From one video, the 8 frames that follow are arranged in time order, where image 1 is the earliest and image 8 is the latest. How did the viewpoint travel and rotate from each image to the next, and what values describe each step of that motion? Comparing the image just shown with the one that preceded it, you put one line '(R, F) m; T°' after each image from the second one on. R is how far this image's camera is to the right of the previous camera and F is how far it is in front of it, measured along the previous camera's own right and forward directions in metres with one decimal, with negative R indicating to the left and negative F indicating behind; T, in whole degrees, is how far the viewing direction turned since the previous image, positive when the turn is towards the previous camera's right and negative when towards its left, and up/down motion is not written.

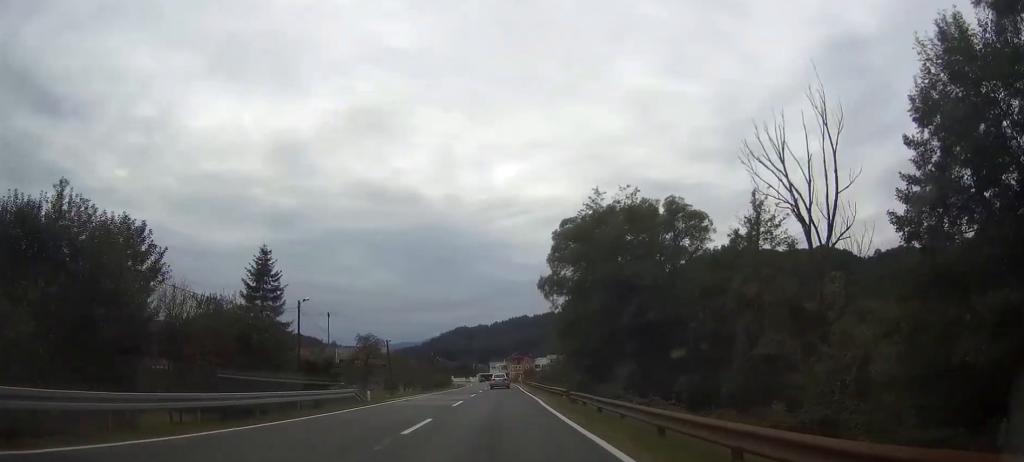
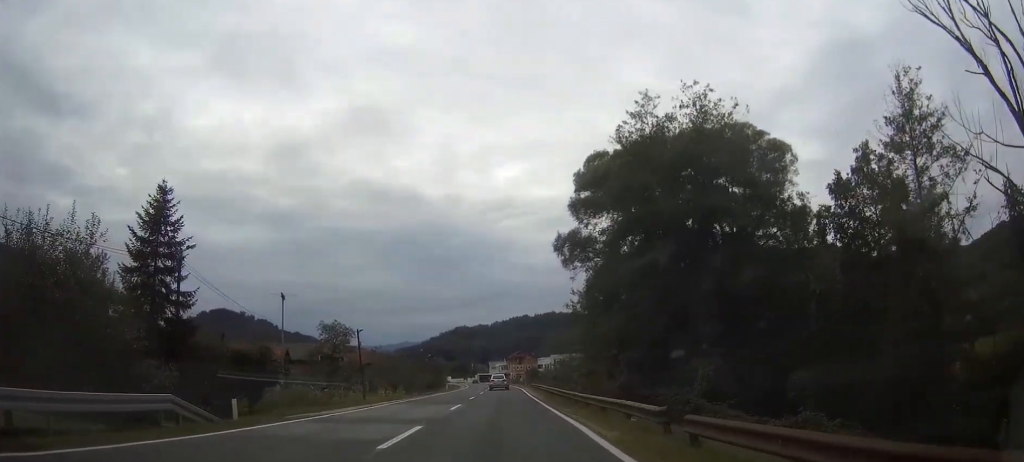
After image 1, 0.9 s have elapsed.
(0.0, +18.1) m; 0°
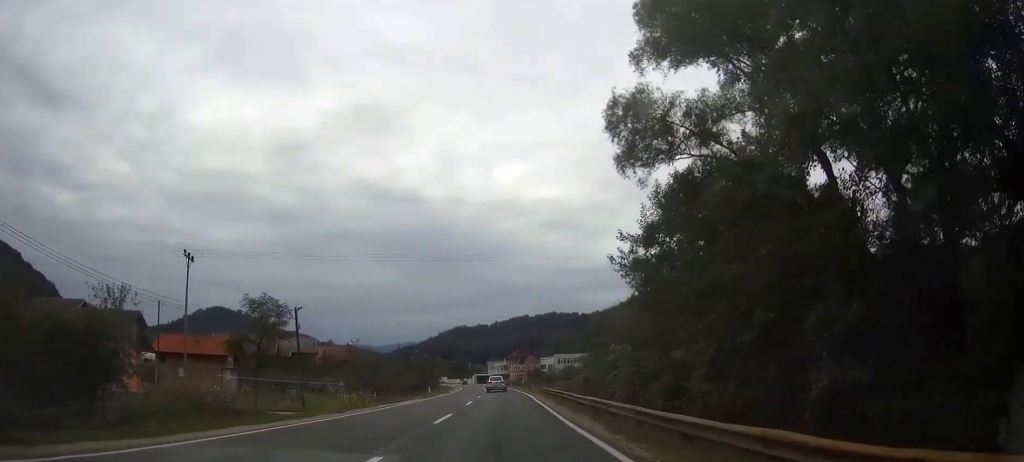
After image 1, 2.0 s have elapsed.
(0.0, +21.4) m; 0°
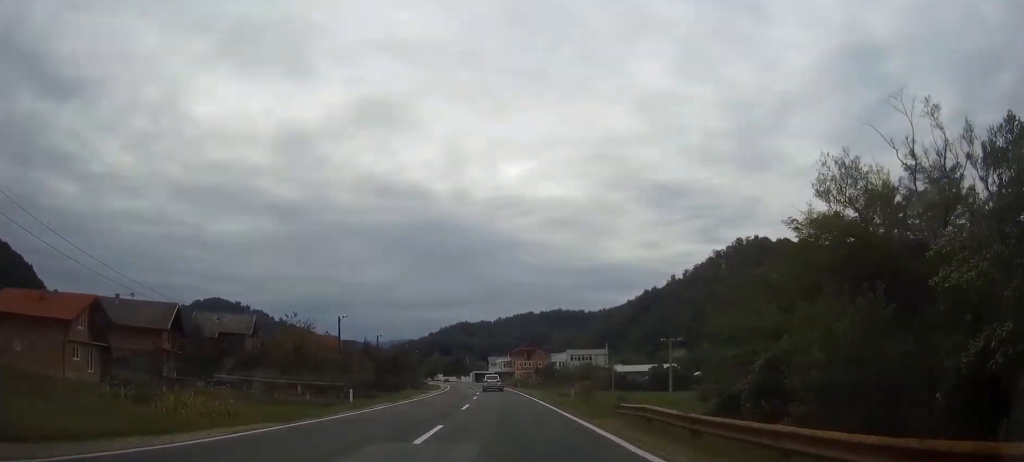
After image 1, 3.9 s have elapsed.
(0.0, +36.6) m; 0°
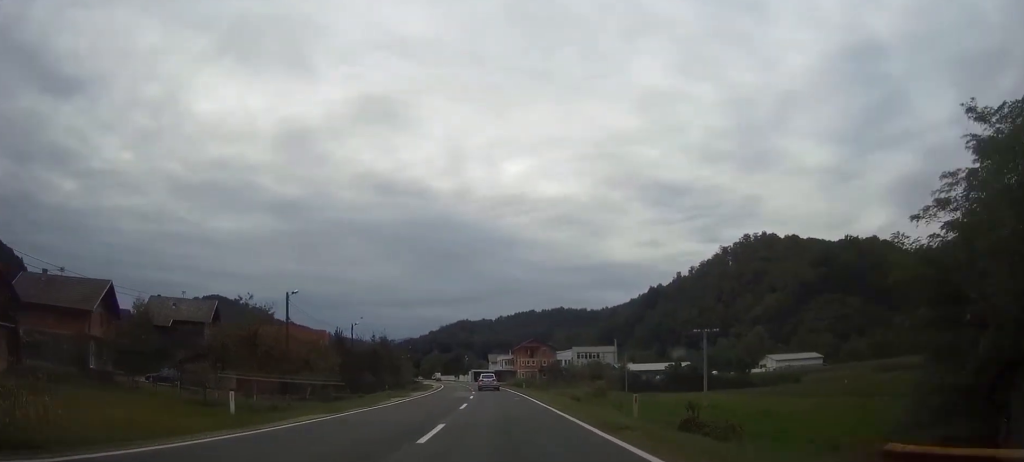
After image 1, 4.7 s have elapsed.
(0.0, +14.8) m; 0°
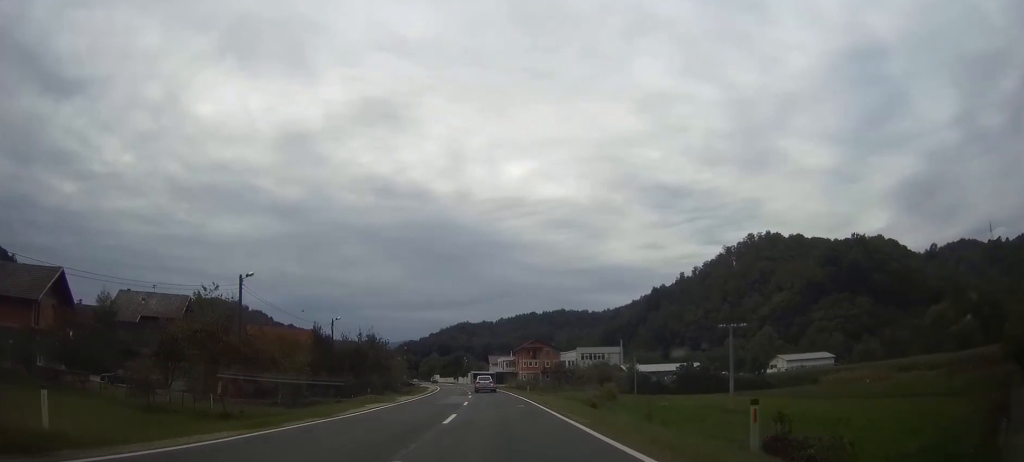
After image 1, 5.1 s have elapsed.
(-0.1, +8.4) m; 0°
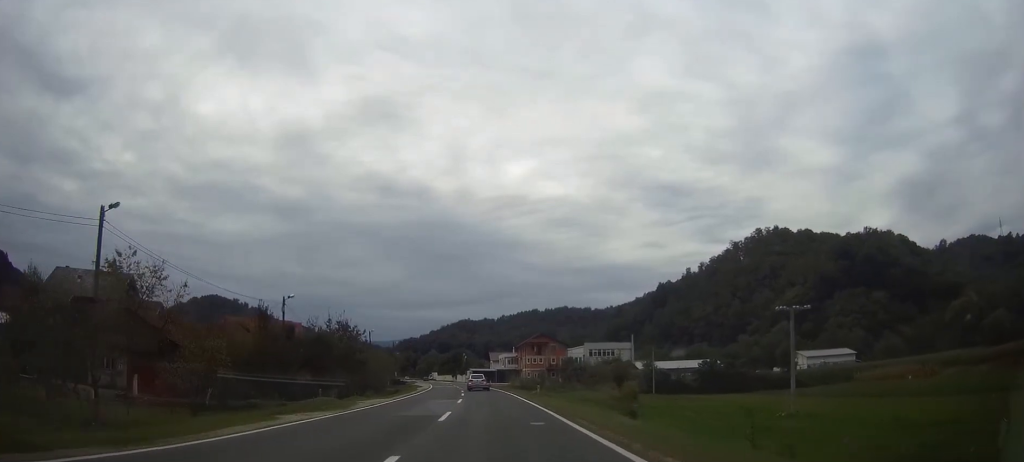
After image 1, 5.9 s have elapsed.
(0.0, +14.3) m; 0°
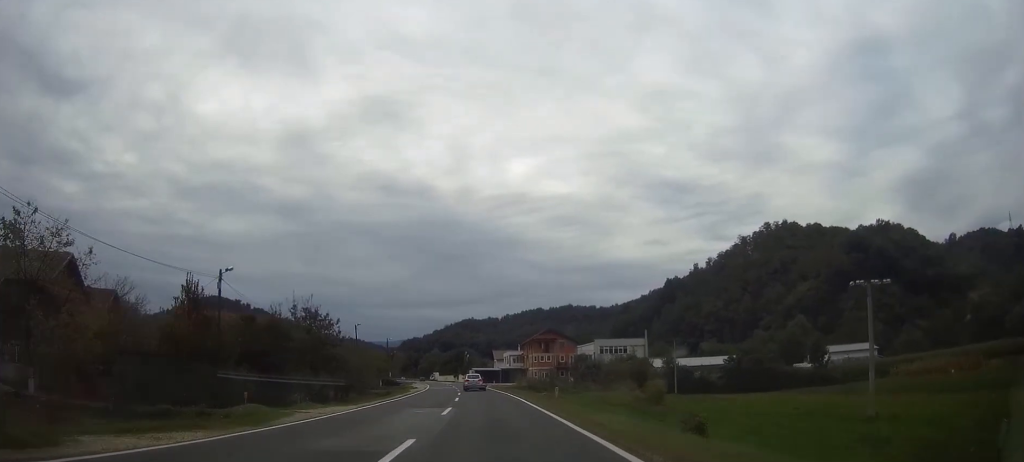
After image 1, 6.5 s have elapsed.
(+0.1, +11.8) m; 0°
